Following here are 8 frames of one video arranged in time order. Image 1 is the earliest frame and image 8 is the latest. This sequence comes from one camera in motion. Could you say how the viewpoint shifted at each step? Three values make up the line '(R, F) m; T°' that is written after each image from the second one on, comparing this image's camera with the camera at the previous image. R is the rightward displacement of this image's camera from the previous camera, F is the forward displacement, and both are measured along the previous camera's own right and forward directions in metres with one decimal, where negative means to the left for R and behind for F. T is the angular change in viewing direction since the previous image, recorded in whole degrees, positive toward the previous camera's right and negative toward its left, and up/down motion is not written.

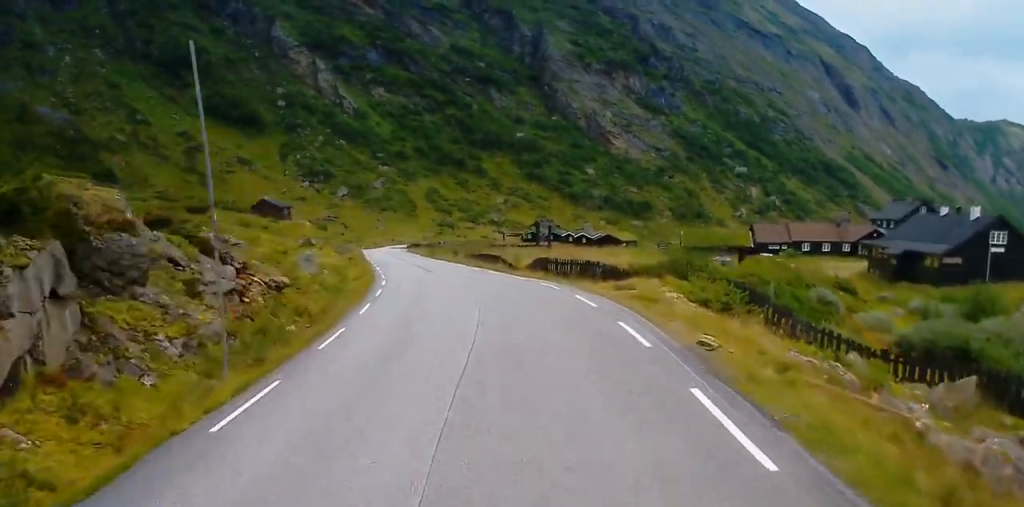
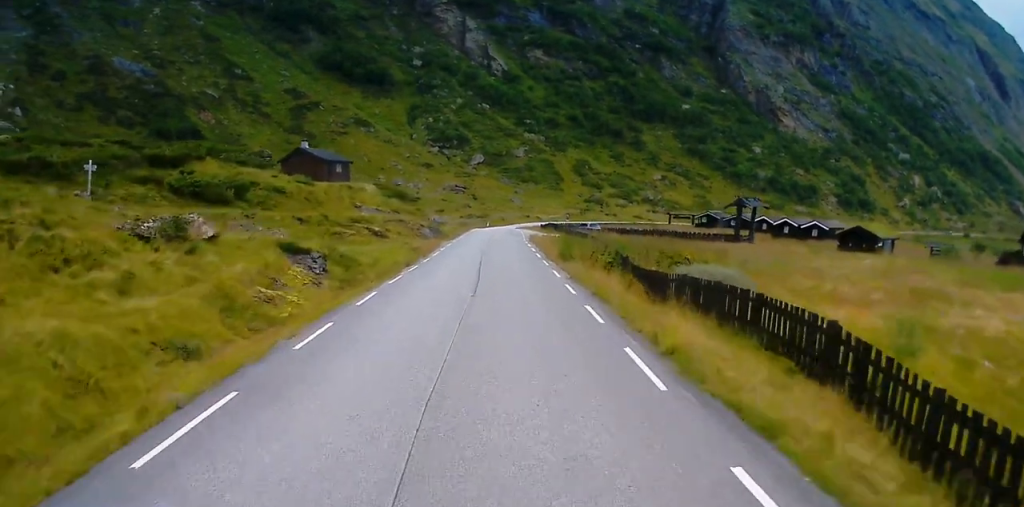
(-2.9, +43.9) m; -9°
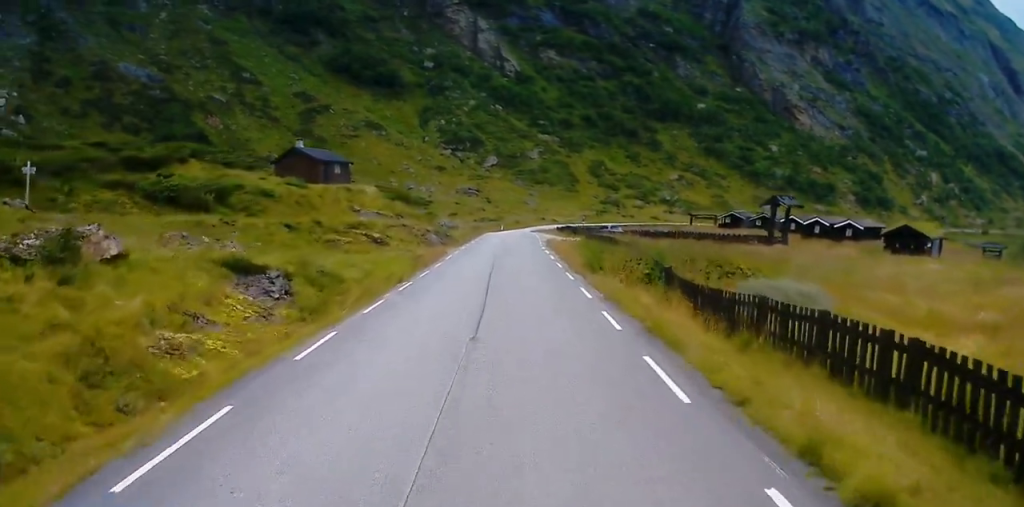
(-0.3, +6.6) m; -1°
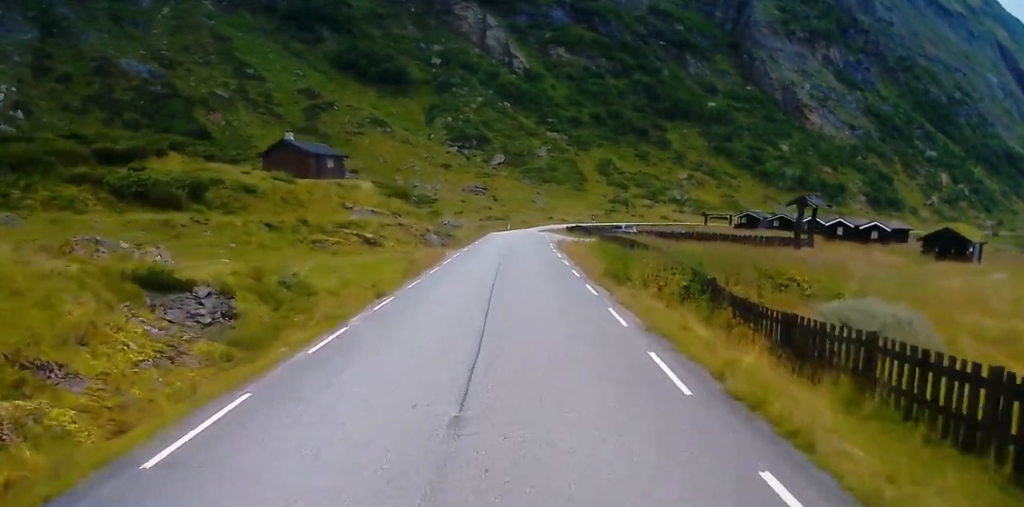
(-0.1, +5.5) m; 0°
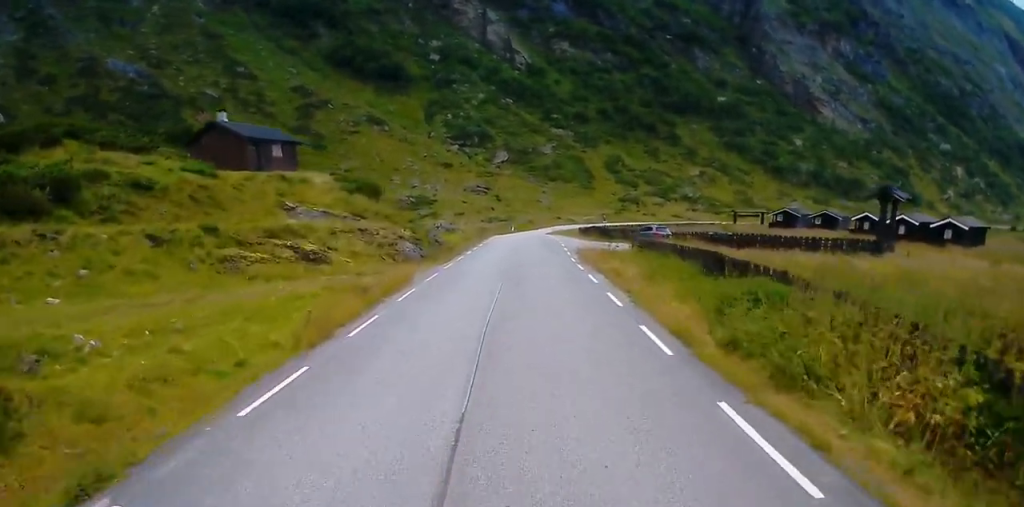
(+0.2, +15.8) m; 0°
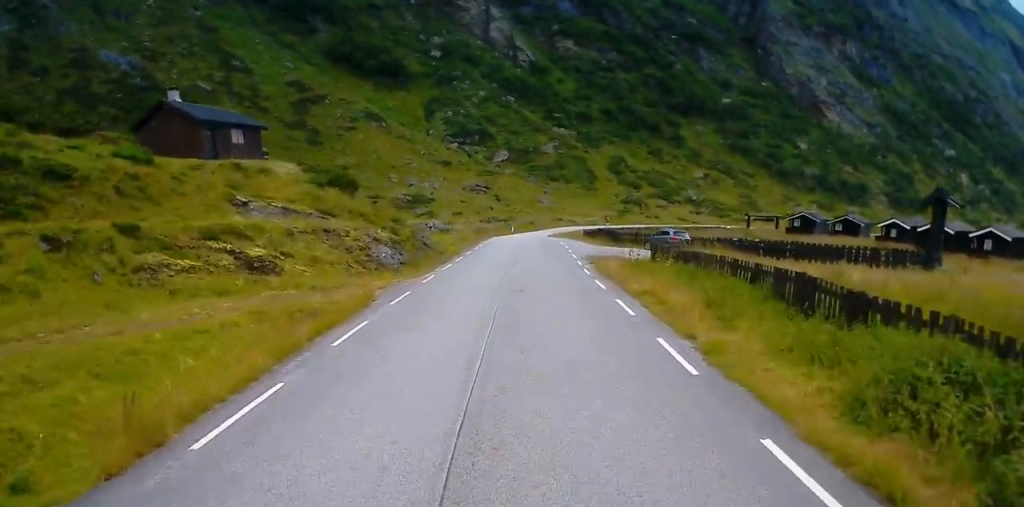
(-0.2, +7.5) m; 0°
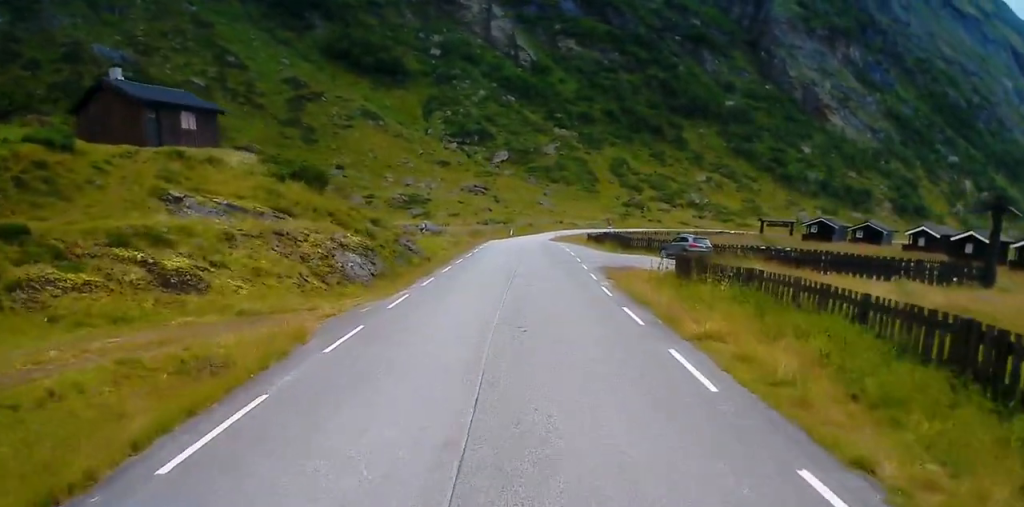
(+0.1, +6.9) m; 0°
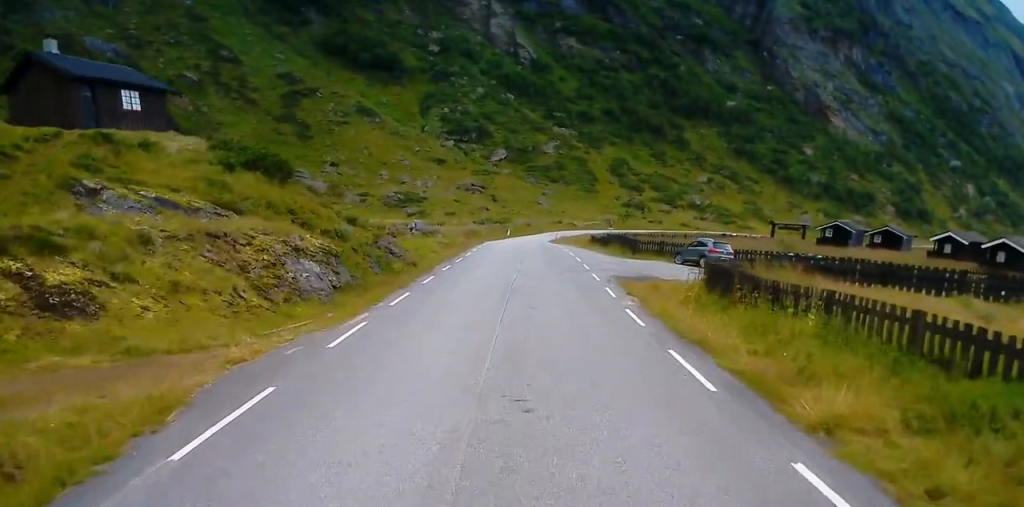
(+0.1, +5.8) m; 0°
